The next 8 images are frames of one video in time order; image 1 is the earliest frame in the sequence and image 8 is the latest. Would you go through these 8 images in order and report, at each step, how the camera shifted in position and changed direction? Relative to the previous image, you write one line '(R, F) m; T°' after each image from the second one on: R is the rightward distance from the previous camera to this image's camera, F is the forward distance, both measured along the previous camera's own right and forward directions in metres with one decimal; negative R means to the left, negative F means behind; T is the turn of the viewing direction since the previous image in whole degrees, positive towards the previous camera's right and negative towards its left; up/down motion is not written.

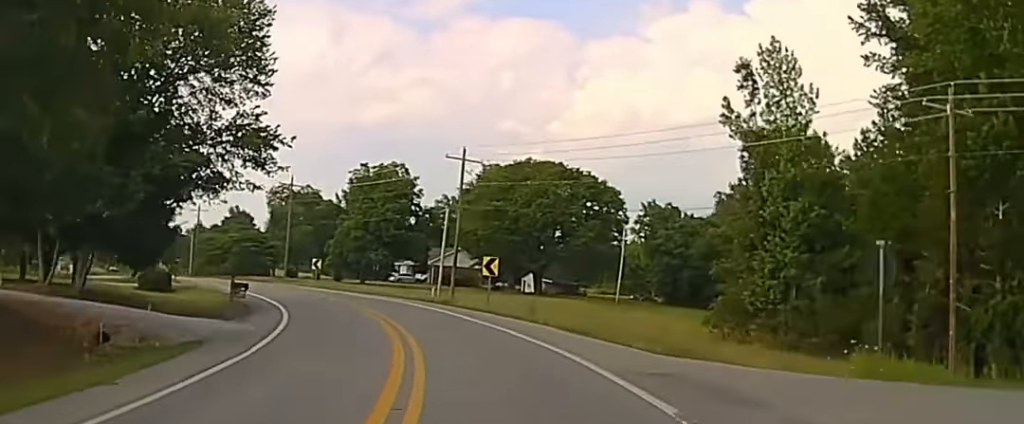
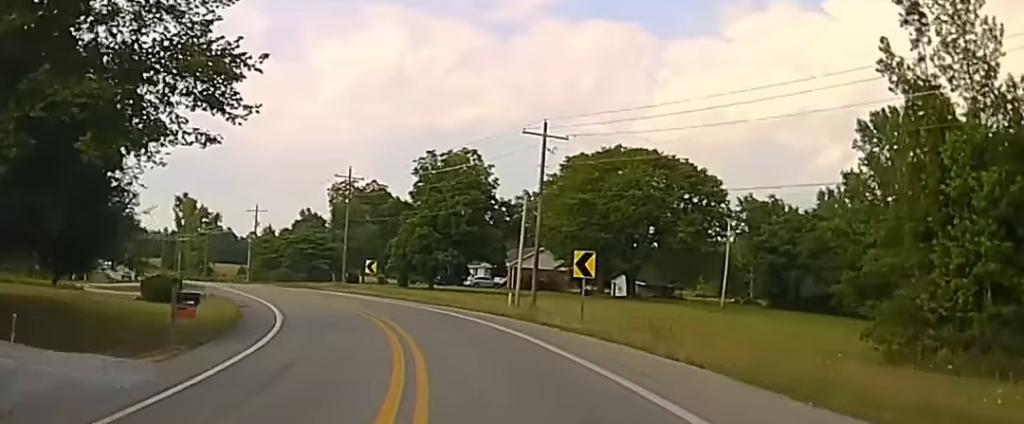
(-1.2, +16.9) m; -6°
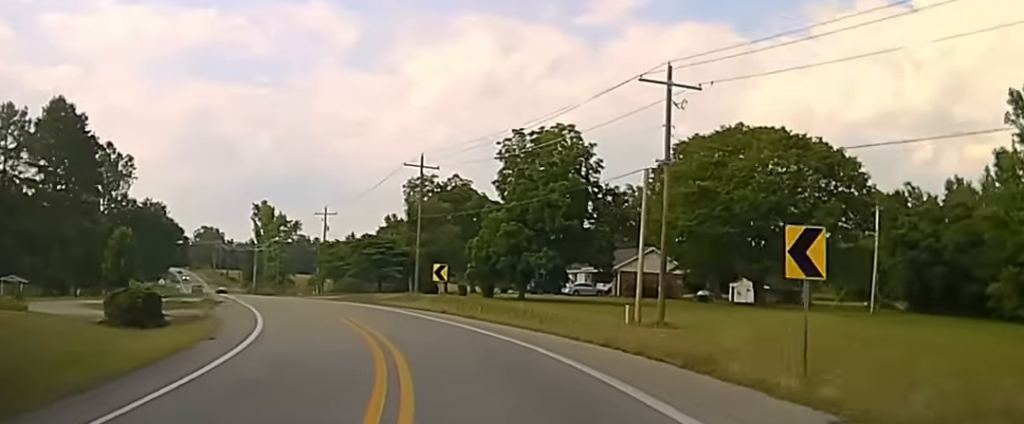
(-0.9, +19.3) m; -6°
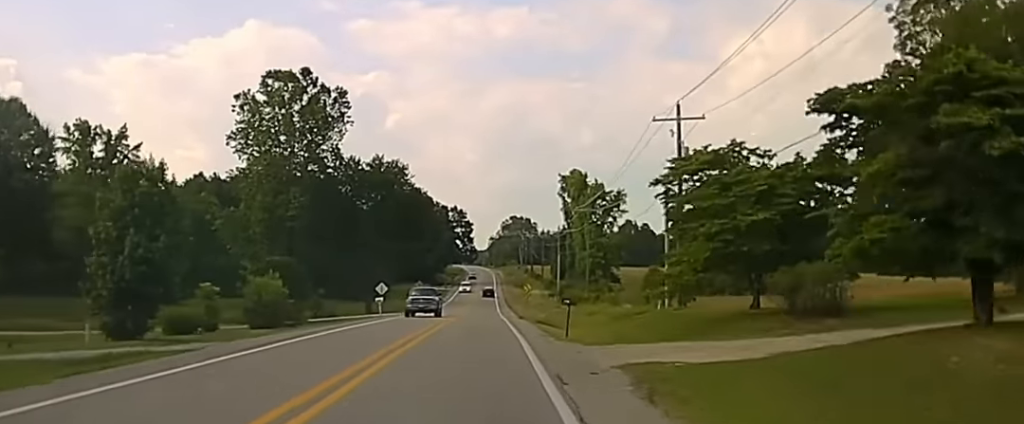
(-14.5, +81.0) m; -15°
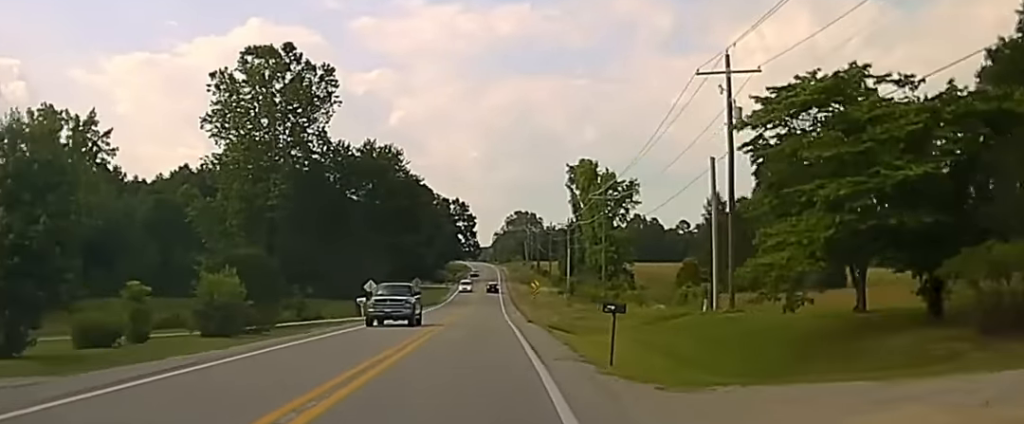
(0.0, +12.7) m; -1°
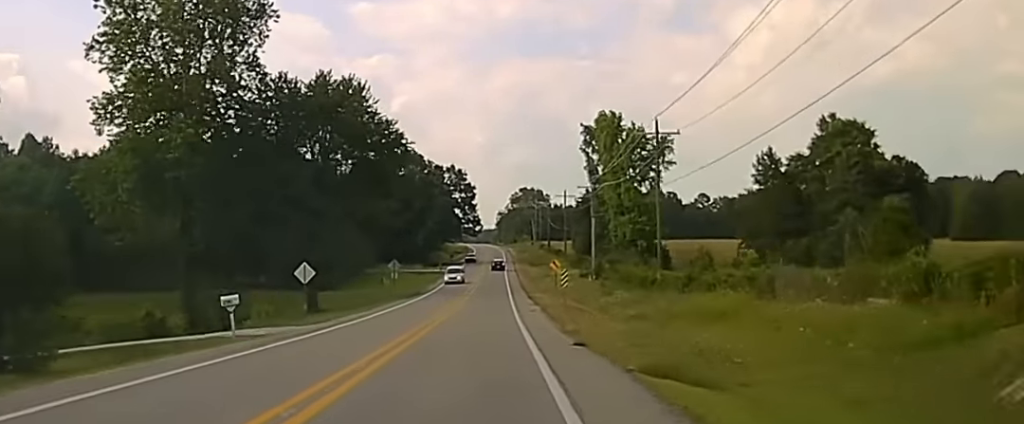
(-0.5, +29.0) m; -2°
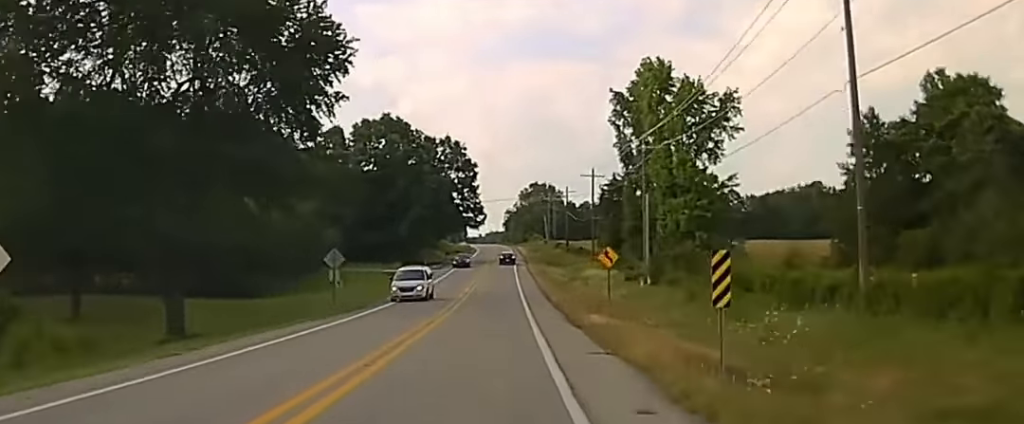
(-0.3, +37.1) m; 0°
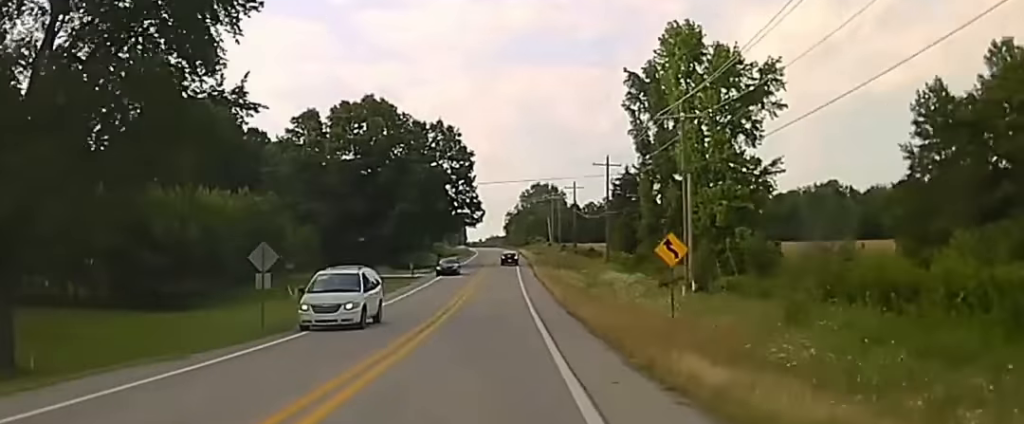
(+0.2, +15.9) m; 0°
